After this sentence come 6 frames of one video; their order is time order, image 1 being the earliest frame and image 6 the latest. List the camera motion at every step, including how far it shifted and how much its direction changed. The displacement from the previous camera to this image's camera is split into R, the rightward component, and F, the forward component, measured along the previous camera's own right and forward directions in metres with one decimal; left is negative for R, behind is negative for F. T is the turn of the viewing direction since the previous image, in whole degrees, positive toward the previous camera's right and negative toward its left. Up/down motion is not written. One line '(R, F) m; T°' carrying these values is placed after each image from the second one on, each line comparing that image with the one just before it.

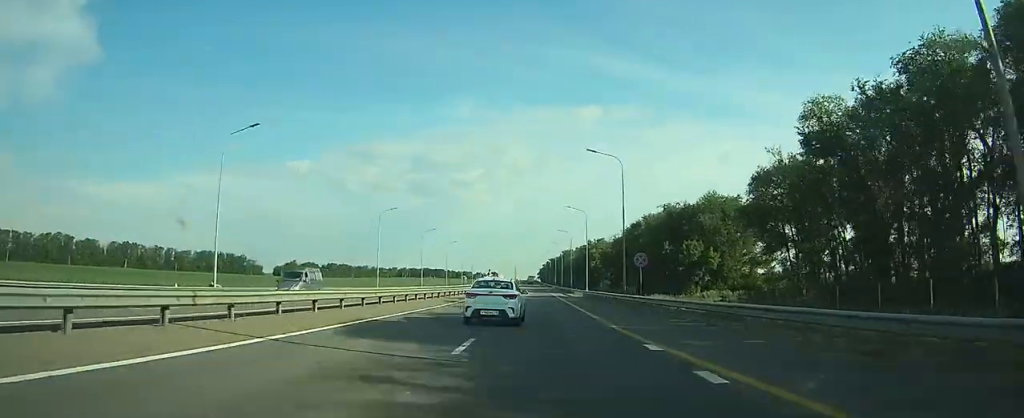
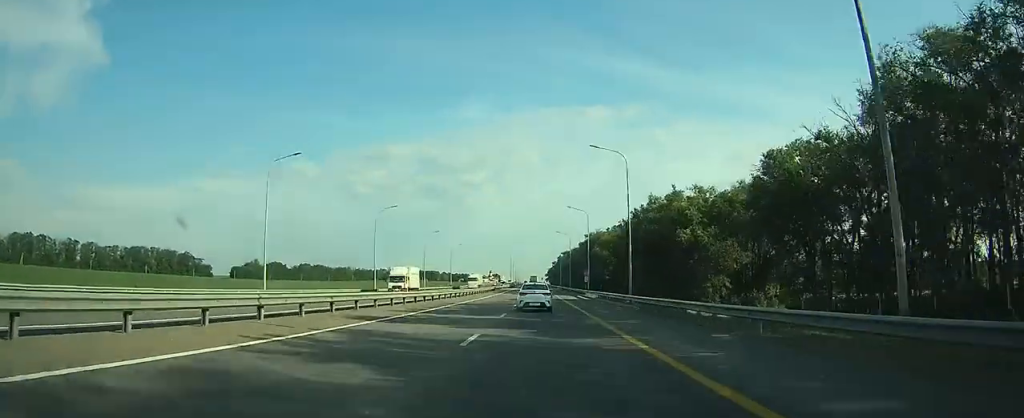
(-0.2, +106.2) m; 0°
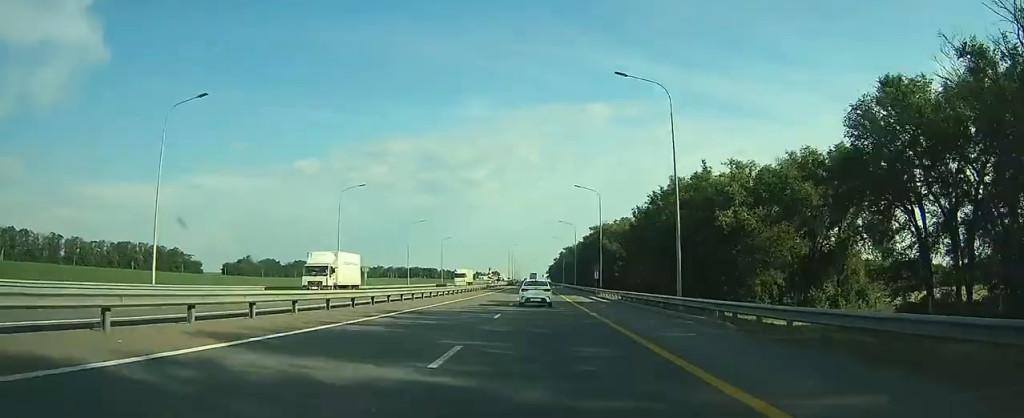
(0.0, +15.8) m; 0°
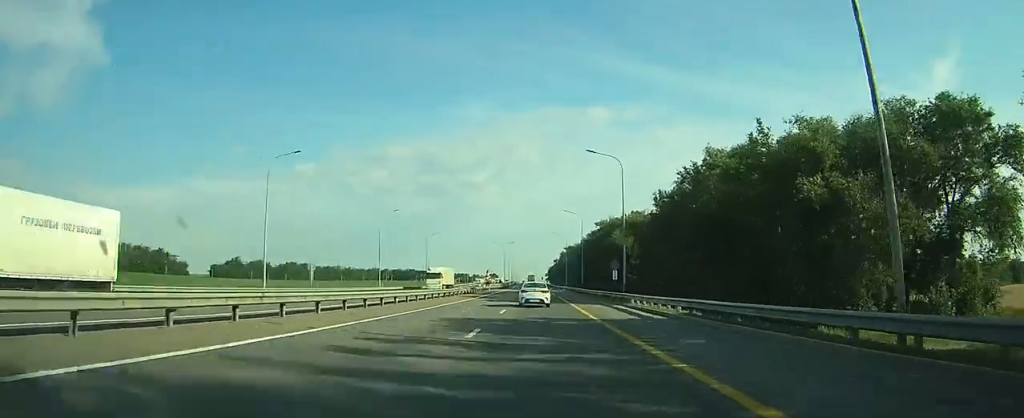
(0.0, +18.9) m; 0°
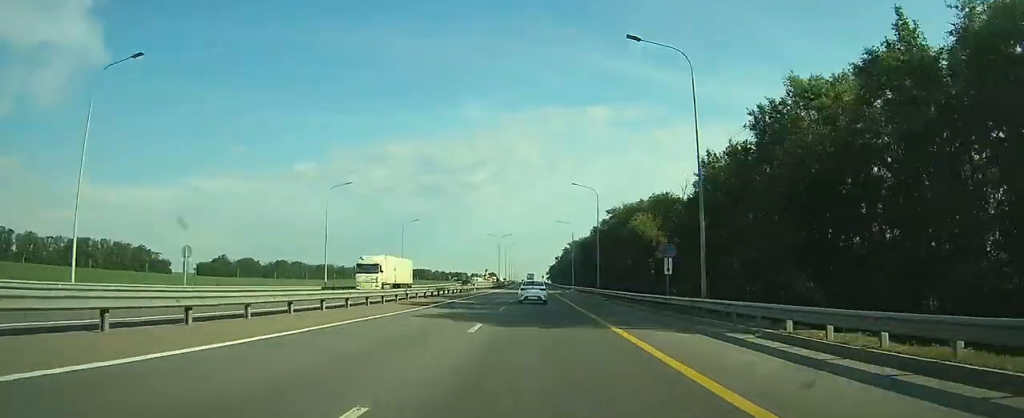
(0.0, +23.0) m; 0°
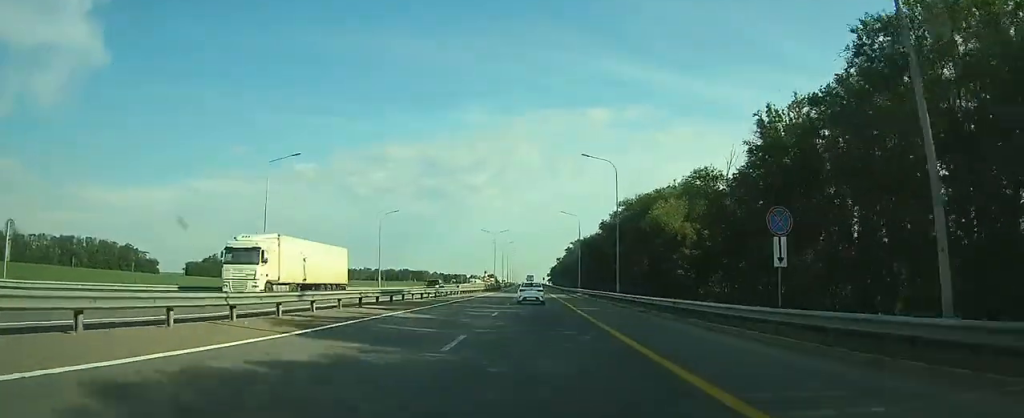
(0.0, +15.6) m; 0°
